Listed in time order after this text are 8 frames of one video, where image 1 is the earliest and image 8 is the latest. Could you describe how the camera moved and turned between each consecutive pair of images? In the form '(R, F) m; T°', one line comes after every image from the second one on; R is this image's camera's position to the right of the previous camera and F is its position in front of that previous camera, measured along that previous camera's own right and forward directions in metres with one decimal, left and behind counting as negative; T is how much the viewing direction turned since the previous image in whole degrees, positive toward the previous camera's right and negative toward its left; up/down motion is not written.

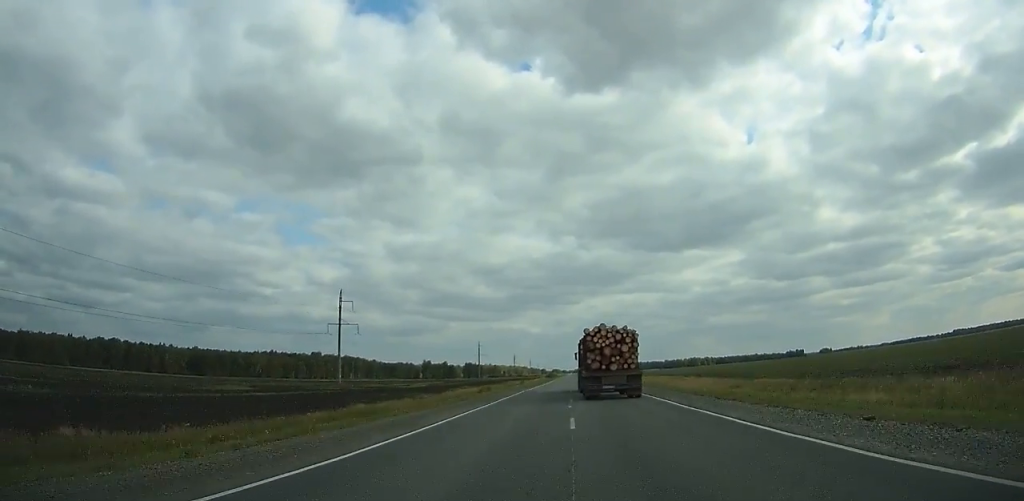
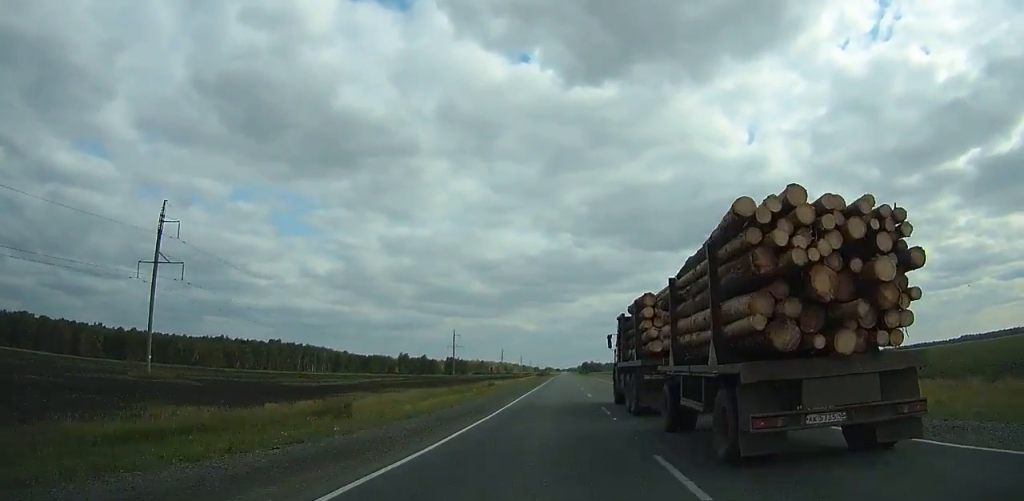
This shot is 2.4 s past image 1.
(+0.2, +66.4) m; 0°
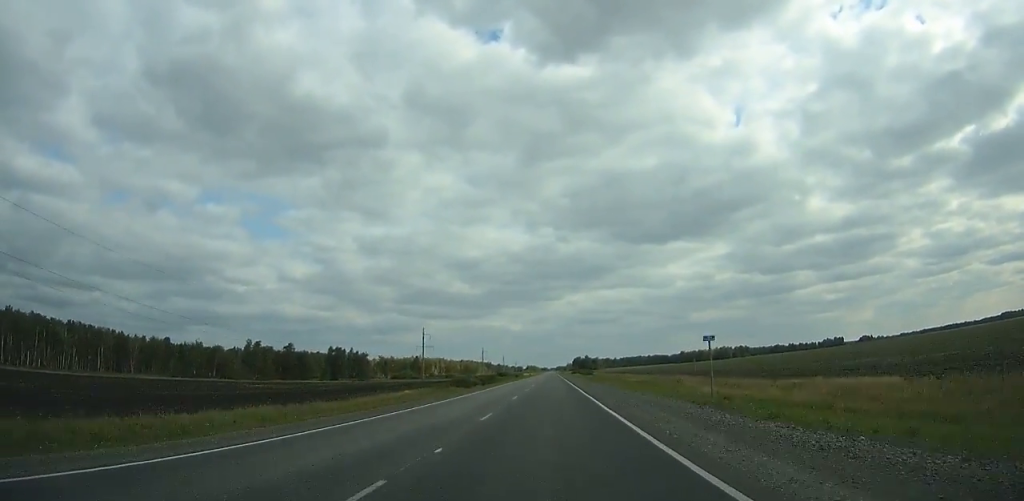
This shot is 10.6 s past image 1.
(+4.7, +236.1) m; +1°
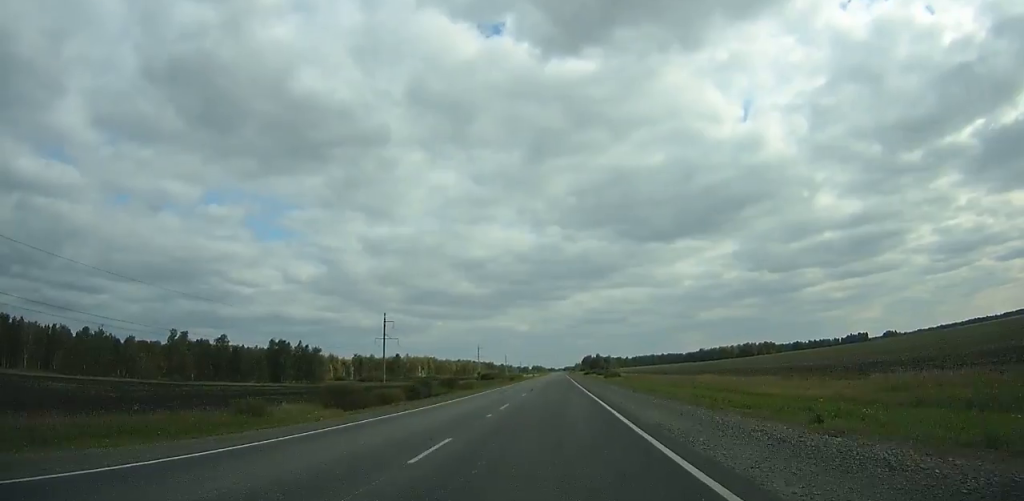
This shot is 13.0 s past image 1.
(-0.7, +68.9) m; -1°
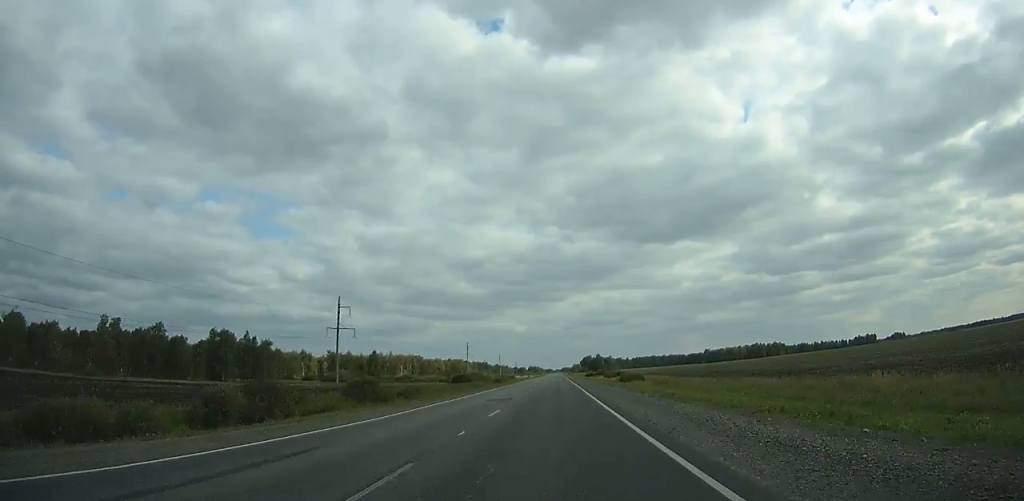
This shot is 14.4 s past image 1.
(-0.1, +39.4) m; 0°
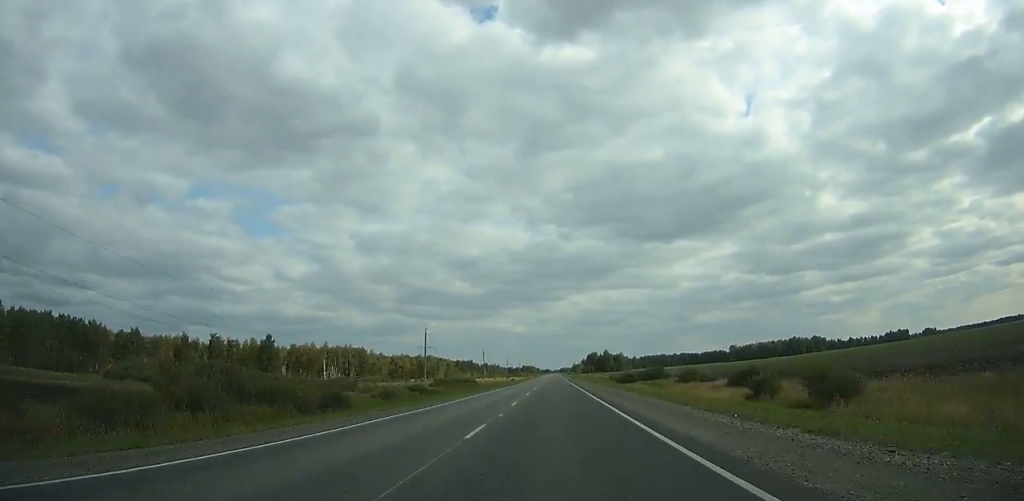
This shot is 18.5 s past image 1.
(-0.1, +114.1) m; 0°
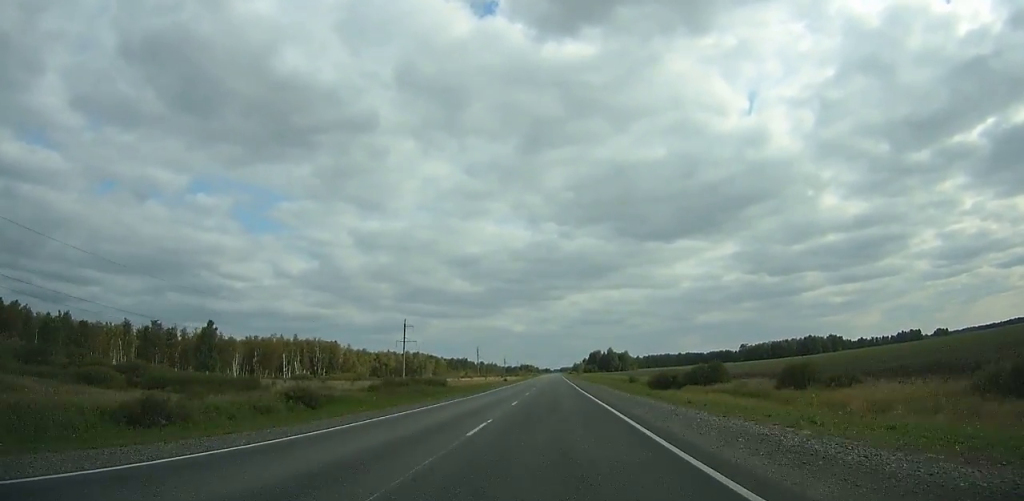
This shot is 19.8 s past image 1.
(0.0, +35.6) m; 0°
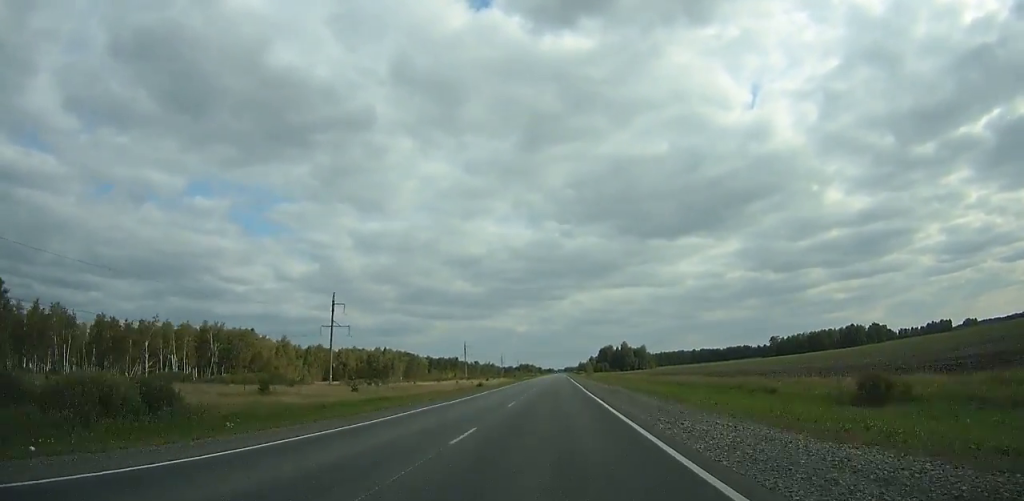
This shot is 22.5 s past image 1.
(0.0, +73.4) m; 0°
